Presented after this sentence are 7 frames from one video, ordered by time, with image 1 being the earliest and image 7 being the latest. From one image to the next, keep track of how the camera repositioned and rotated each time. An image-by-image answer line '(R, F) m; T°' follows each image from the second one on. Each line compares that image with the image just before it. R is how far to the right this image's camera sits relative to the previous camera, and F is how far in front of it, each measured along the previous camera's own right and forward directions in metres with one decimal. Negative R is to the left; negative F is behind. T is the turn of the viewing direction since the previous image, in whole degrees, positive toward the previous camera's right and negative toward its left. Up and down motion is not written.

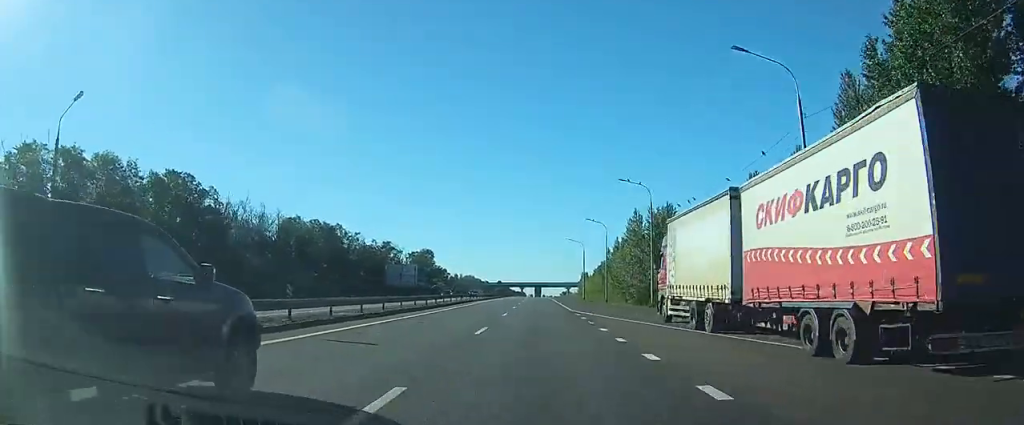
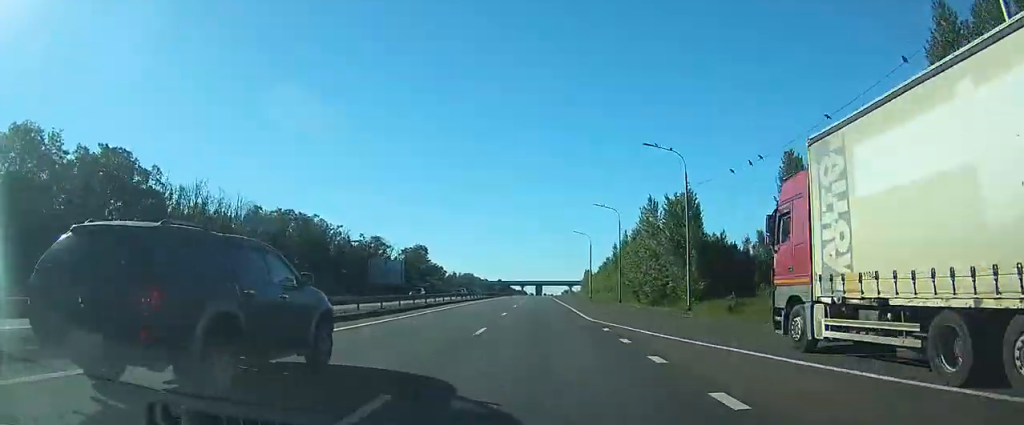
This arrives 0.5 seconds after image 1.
(0.0, +12.5) m; 0°
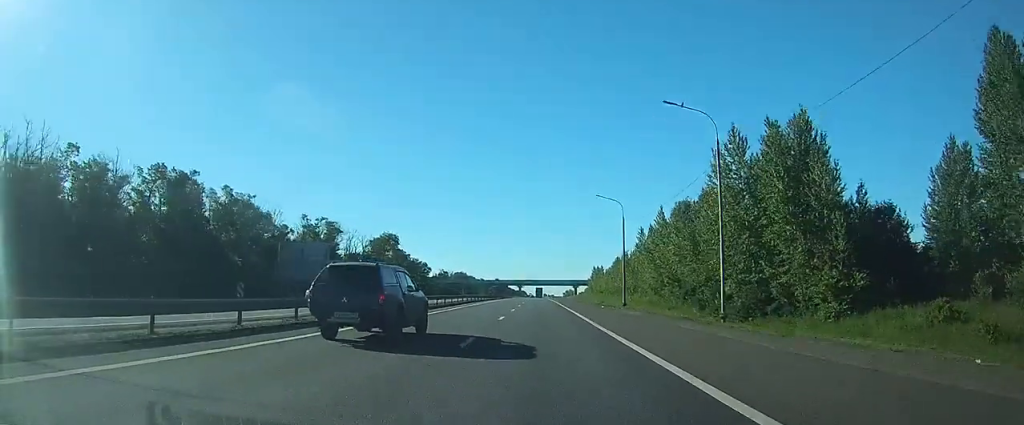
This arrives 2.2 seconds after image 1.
(+0.3, +38.8) m; +1°
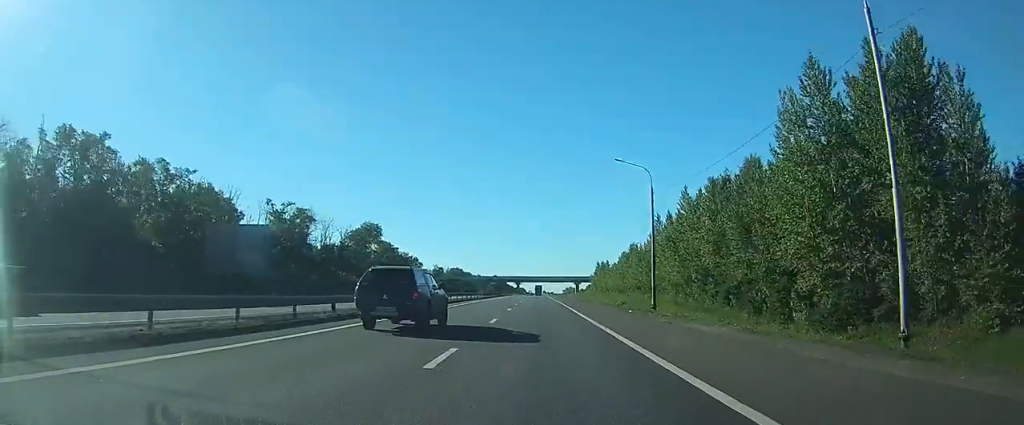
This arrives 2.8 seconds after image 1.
(0.0, +16.1) m; 0°
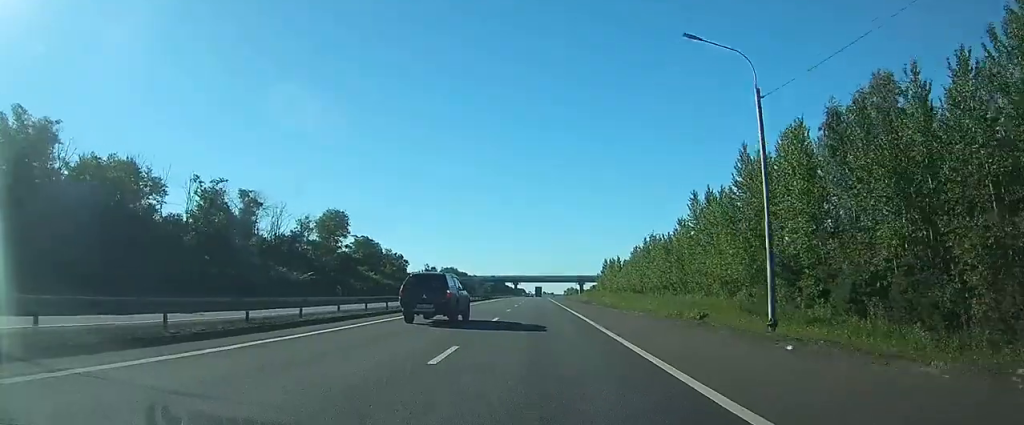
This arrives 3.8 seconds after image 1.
(0.0, +23.4) m; 0°
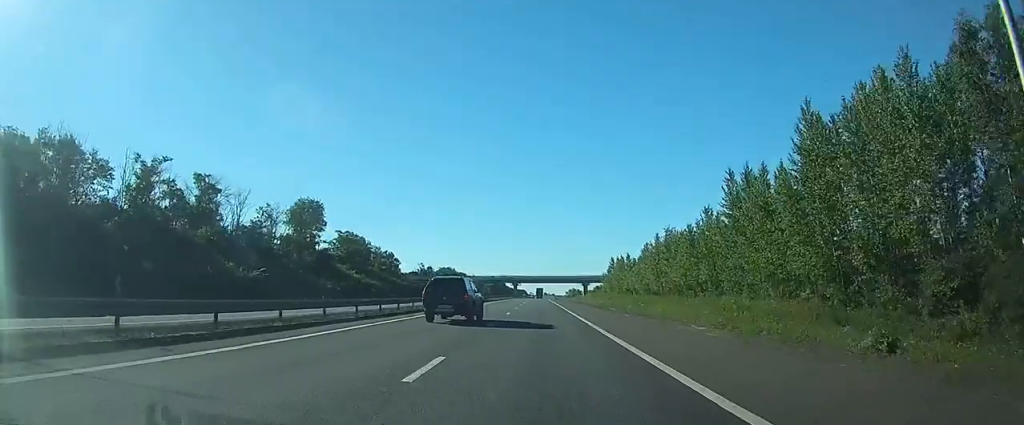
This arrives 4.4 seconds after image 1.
(0.0, +13.8) m; 0°
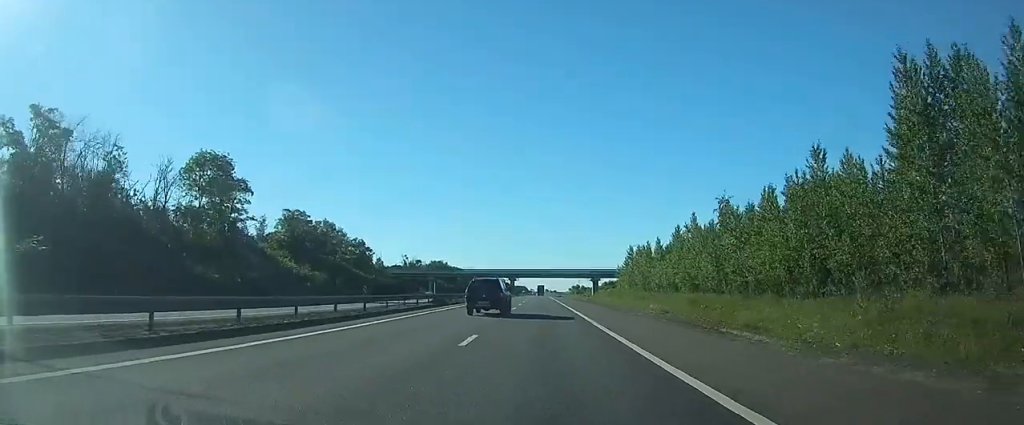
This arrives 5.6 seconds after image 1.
(0.0, +30.9) m; 0°
